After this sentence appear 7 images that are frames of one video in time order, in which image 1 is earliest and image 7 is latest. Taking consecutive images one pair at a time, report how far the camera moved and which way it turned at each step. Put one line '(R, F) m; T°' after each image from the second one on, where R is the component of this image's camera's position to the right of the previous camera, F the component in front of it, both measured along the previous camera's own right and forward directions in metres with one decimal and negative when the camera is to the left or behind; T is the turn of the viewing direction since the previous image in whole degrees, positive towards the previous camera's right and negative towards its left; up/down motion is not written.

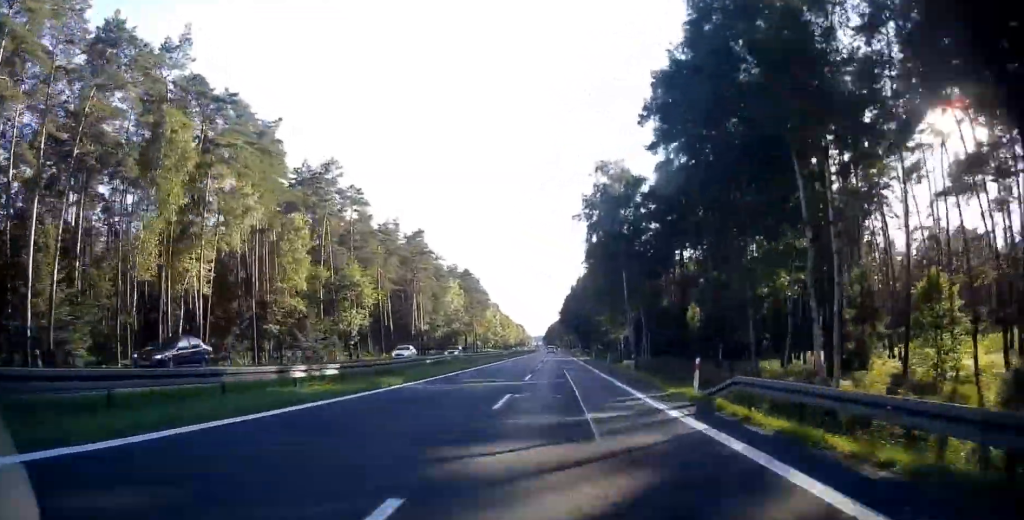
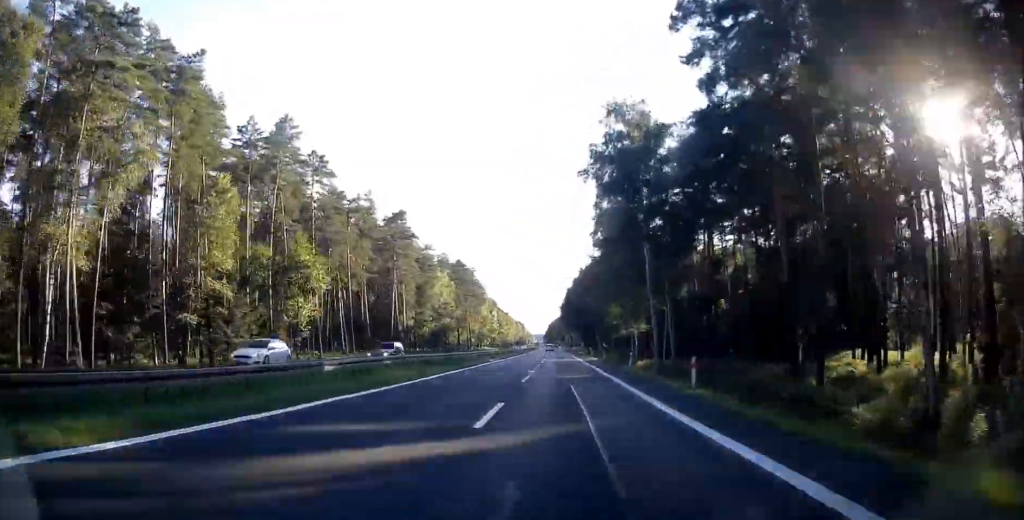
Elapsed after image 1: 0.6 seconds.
(+0.2, +14.9) m; 0°
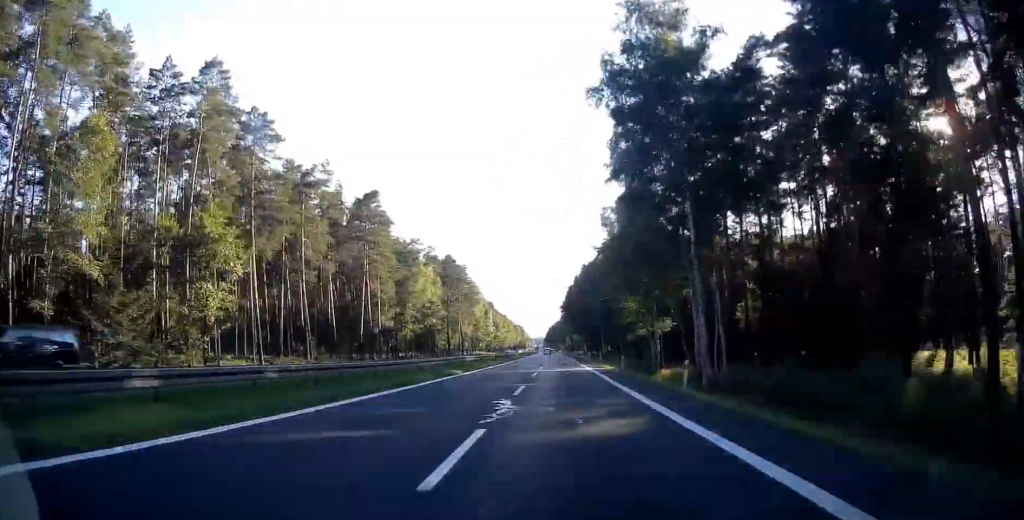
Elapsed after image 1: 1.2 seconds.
(0.0, +15.7) m; 0°
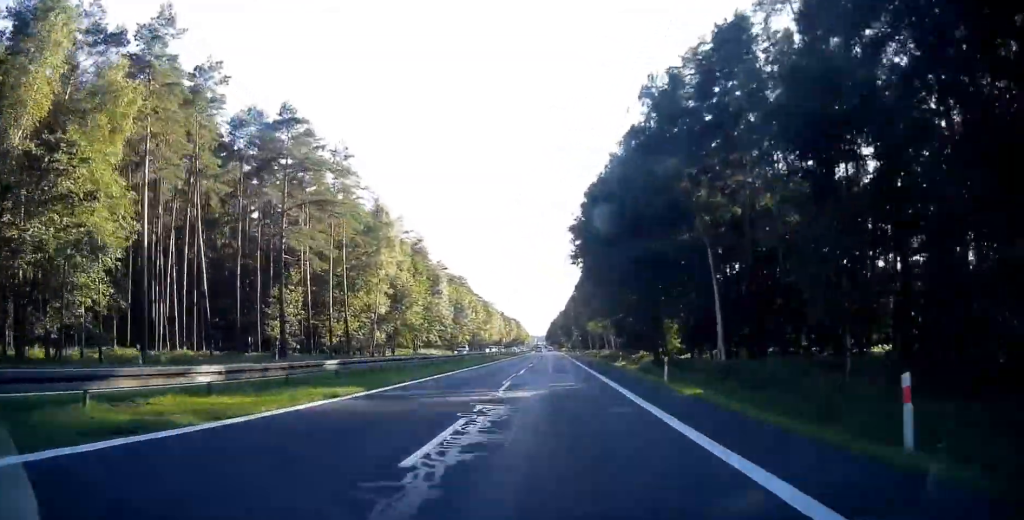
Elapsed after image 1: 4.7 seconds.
(-0.9, +93.6) m; 0°
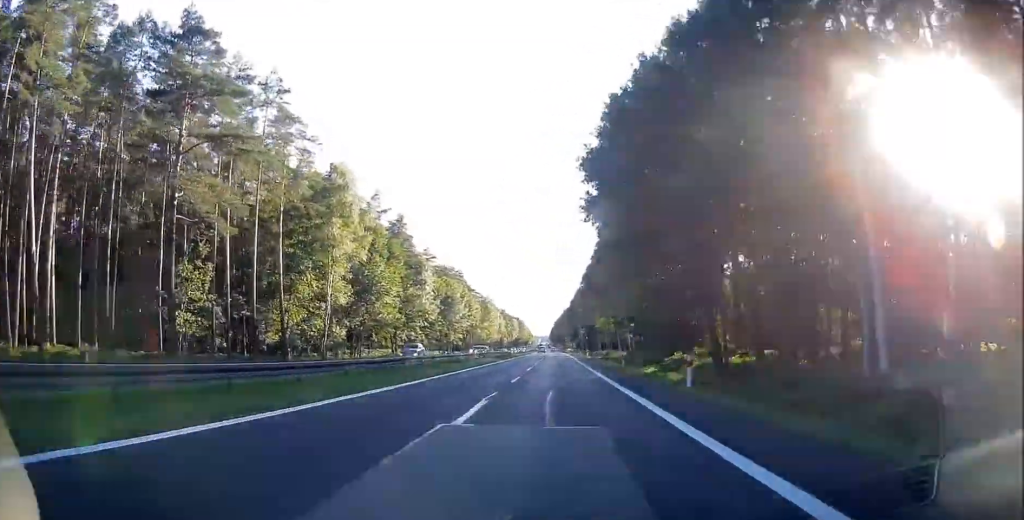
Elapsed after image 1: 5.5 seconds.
(0.0, +19.1) m; -1°
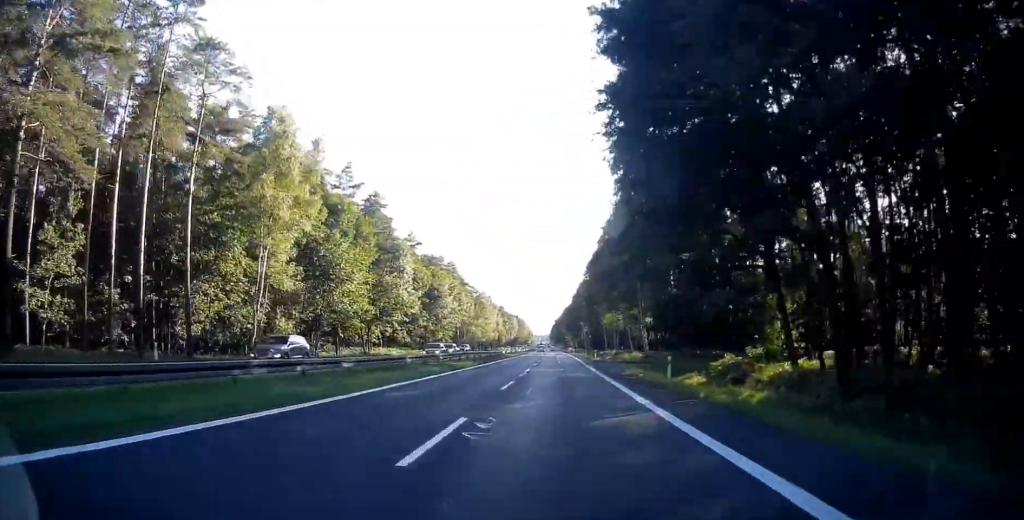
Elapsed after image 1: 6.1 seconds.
(-0.1, +15.6) m; 0°
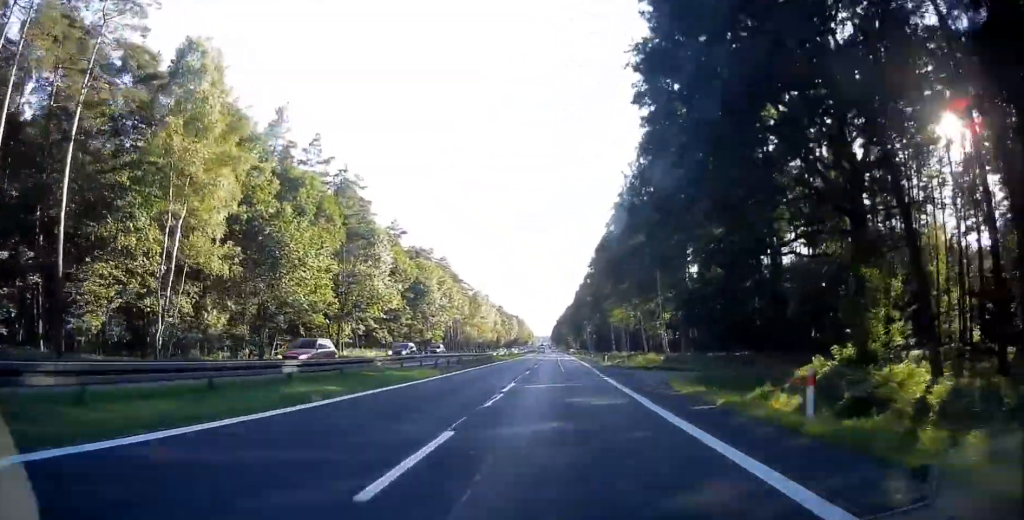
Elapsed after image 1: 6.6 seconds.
(-0.3, +12.9) m; 0°
